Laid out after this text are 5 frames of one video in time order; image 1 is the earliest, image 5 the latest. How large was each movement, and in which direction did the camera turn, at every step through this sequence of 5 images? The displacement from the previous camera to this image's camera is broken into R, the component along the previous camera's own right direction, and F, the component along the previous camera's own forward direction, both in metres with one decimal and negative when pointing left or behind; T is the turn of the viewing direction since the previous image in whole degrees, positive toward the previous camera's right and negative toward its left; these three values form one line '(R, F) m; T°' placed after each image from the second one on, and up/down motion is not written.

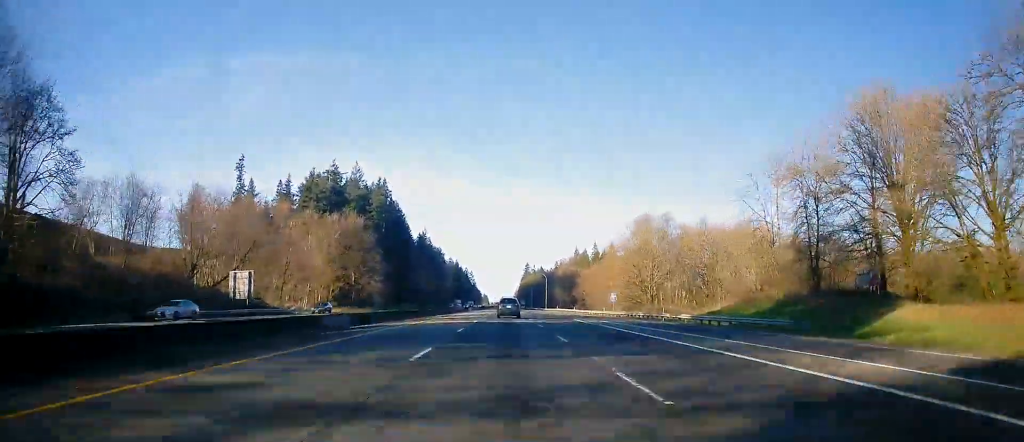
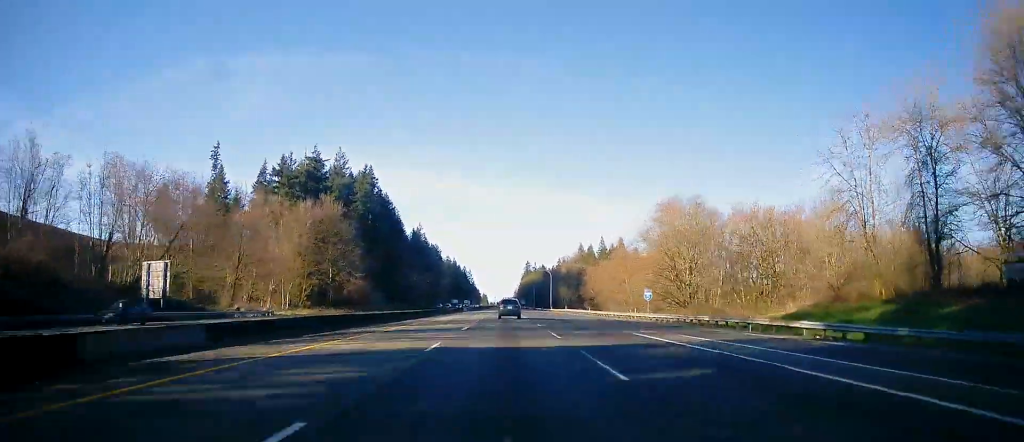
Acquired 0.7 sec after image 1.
(-0.1, +22.9) m; 0°
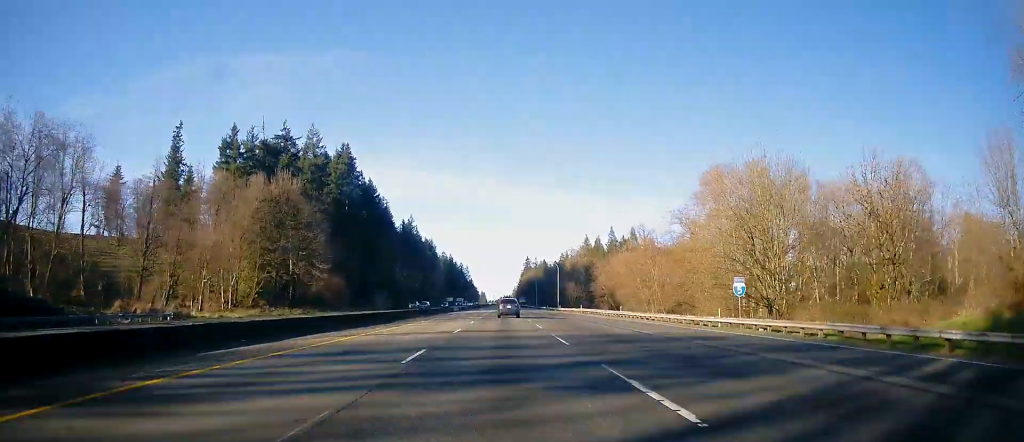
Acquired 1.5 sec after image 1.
(-0.1, +27.3) m; 0°
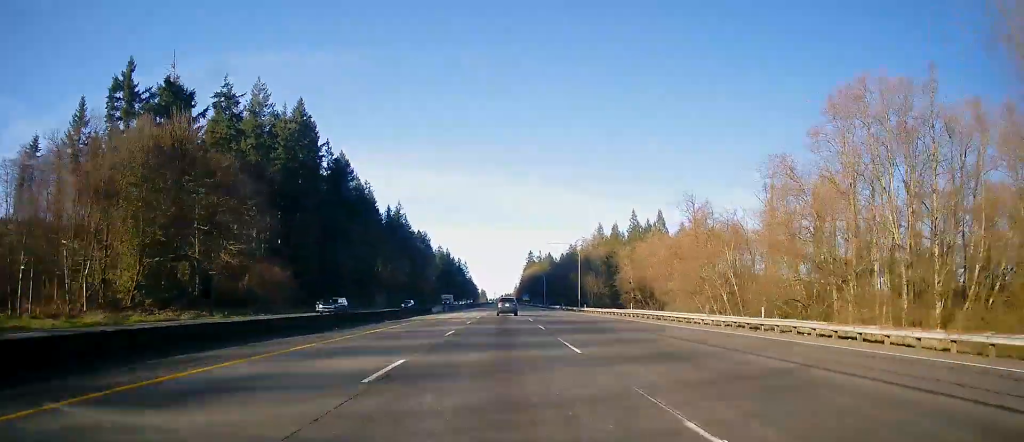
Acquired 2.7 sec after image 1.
(0.0, +39.4) m; 0°
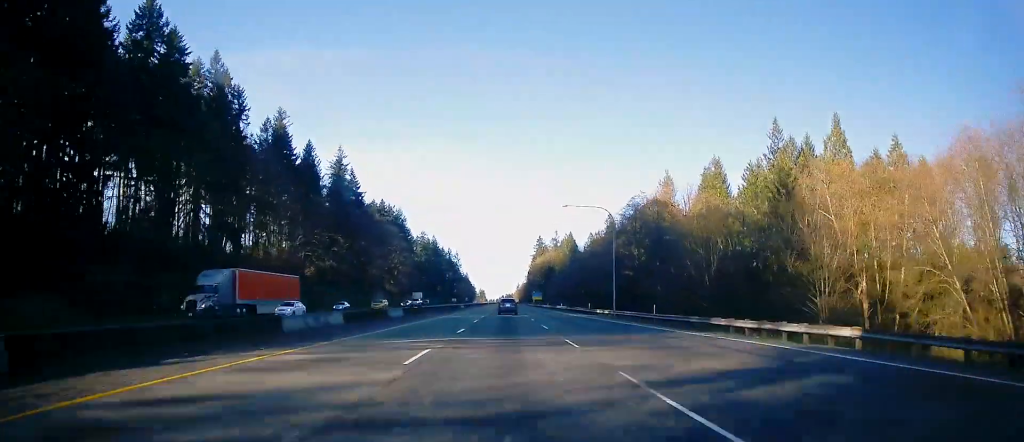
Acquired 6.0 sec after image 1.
(-1.2, +107.3) m; -1°
